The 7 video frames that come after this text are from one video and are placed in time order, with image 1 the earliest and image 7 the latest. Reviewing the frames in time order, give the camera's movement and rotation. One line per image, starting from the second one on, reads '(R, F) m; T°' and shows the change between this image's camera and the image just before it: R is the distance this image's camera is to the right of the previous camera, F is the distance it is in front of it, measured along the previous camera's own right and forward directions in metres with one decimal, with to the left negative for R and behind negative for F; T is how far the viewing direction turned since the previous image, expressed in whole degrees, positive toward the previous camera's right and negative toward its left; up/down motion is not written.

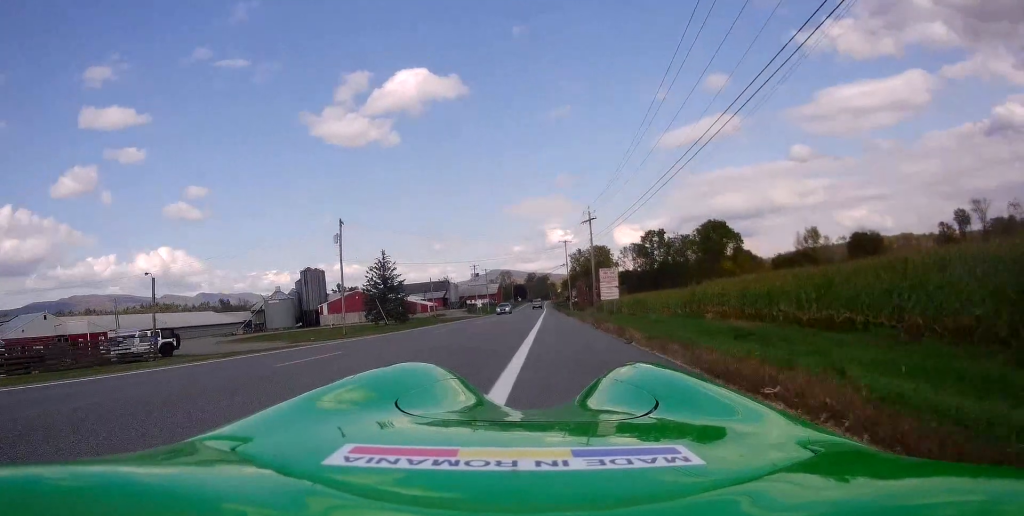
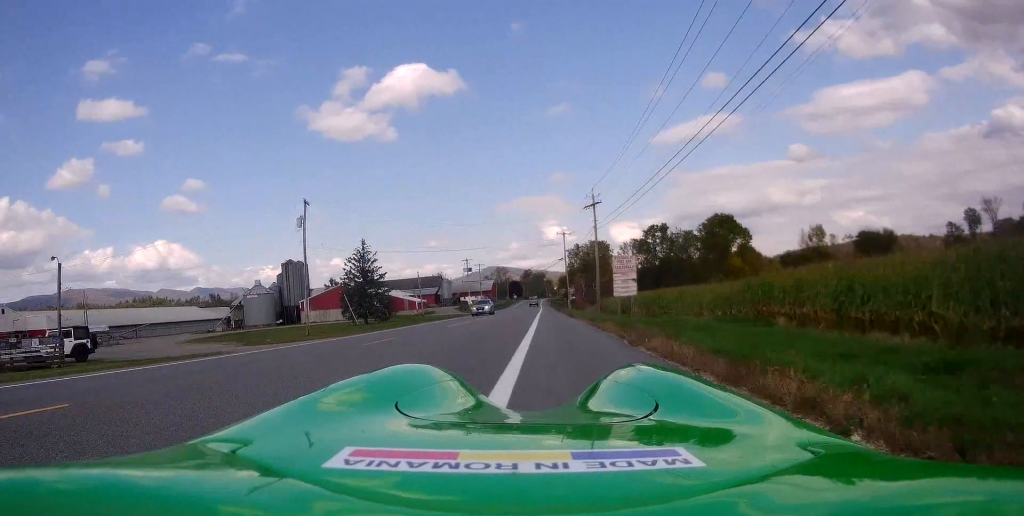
(-0.2, +7.7) m; +1°
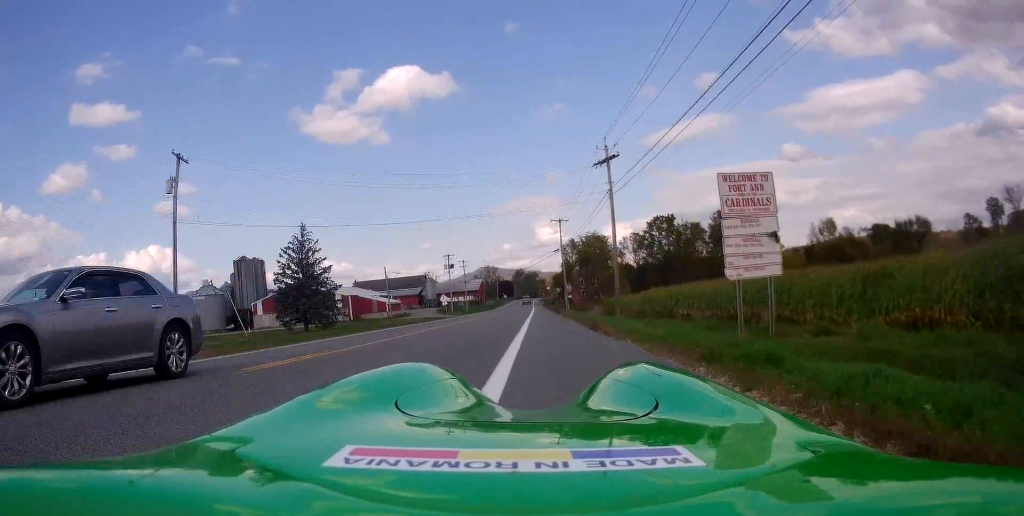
(+0.7, +17.0) m; +2°
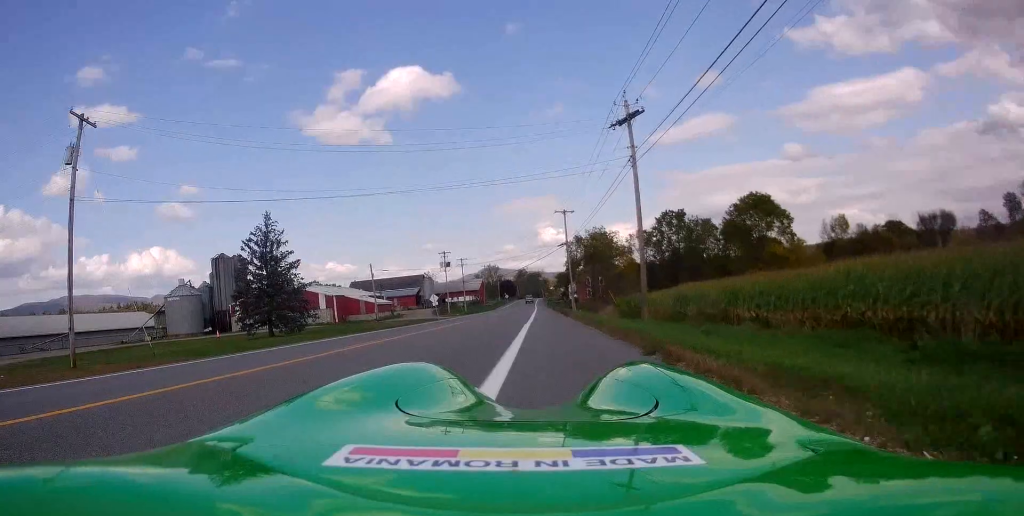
(-0.3, +8.3) m; -1°
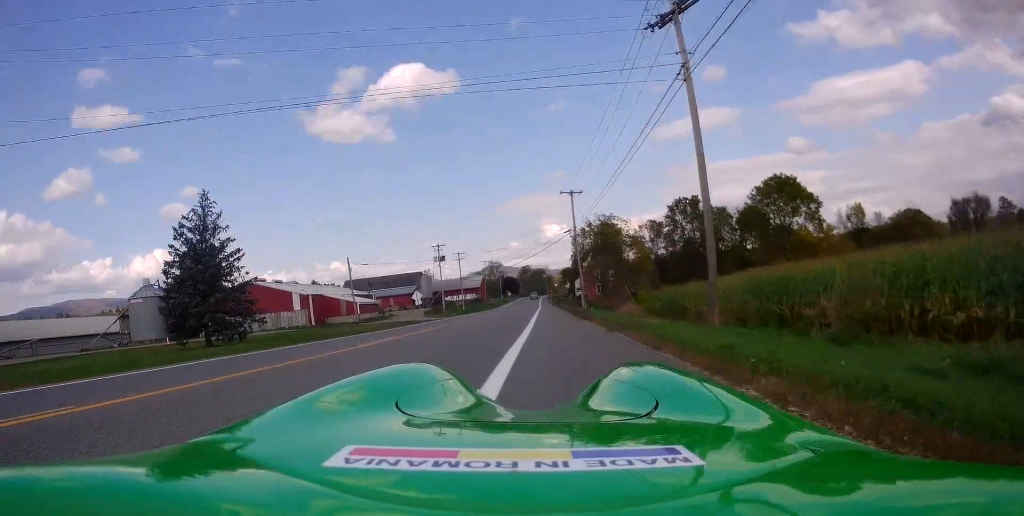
(-0.1, +10.5) m; 0°
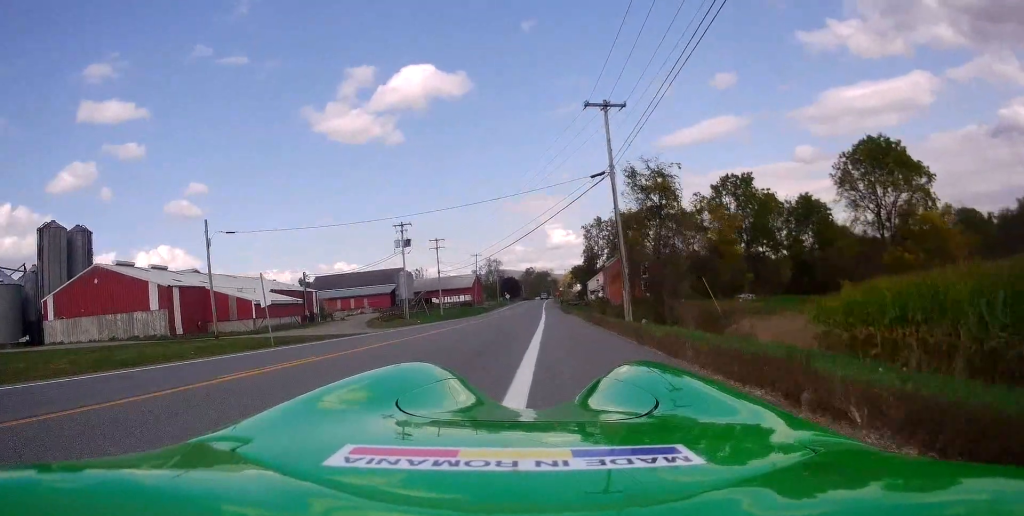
(+0.1, +30.5) m; 0°
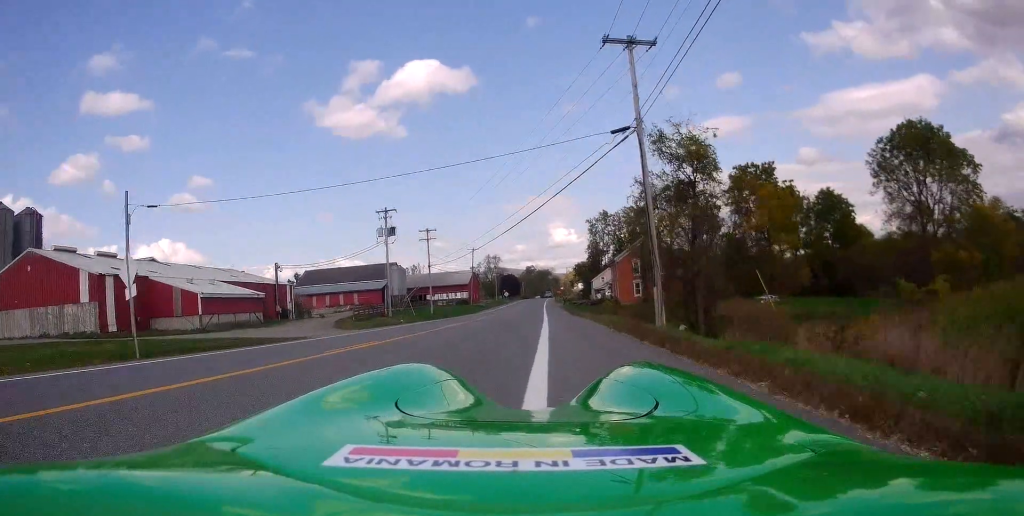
(+0.2, +8.6) m; 0°
